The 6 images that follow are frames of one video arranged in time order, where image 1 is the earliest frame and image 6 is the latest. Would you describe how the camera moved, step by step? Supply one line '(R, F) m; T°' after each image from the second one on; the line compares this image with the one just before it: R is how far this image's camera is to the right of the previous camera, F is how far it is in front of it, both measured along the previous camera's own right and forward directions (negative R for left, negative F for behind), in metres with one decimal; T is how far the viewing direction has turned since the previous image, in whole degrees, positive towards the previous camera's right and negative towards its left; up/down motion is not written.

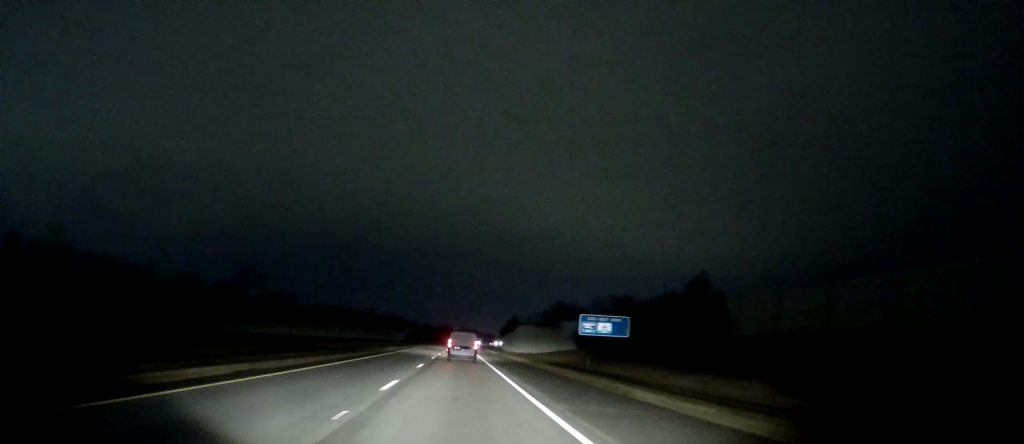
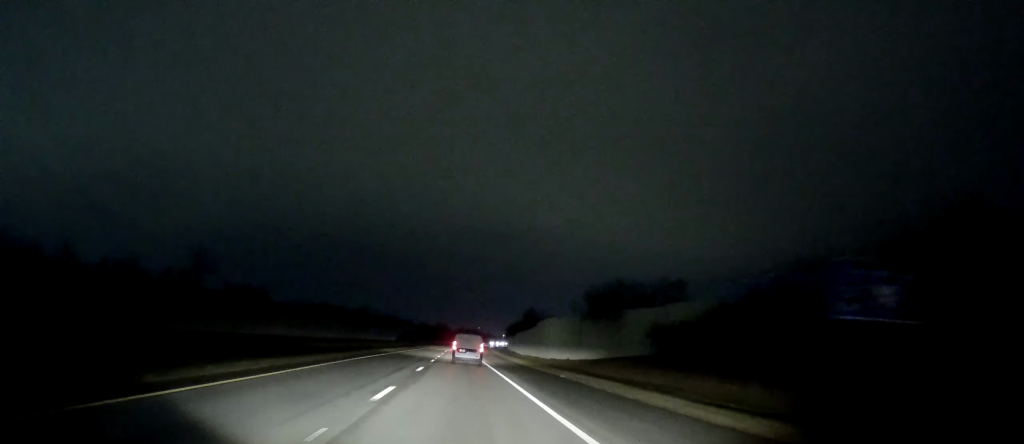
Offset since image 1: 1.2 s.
(0.0, +37.9) m; -1°
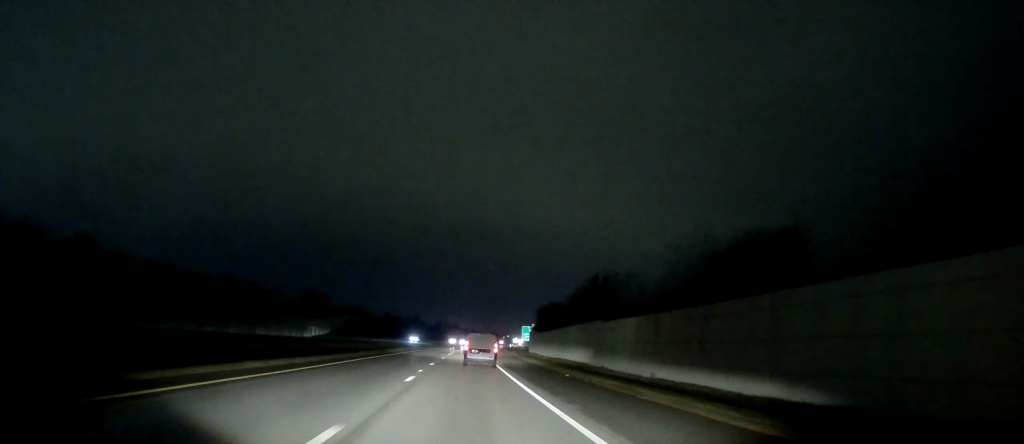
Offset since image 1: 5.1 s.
(+1.7, +127.2) m; +1°
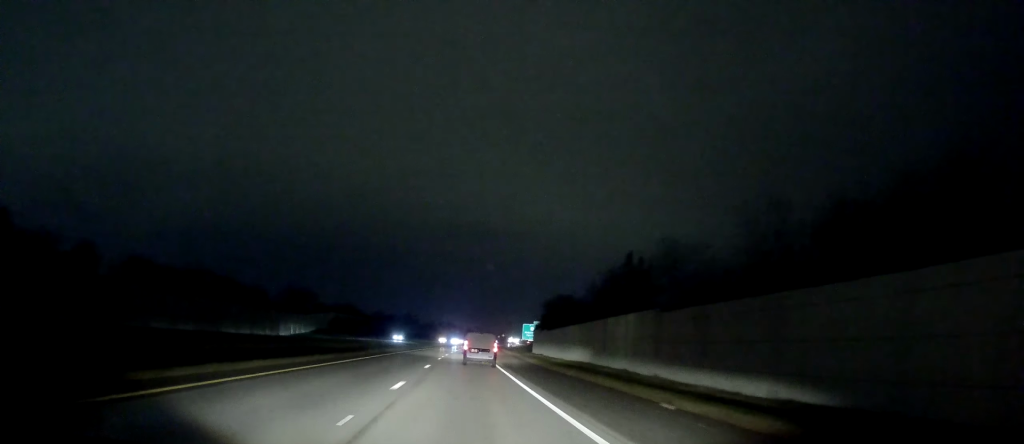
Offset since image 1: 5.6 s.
(0.0, +15.0) m; 0°
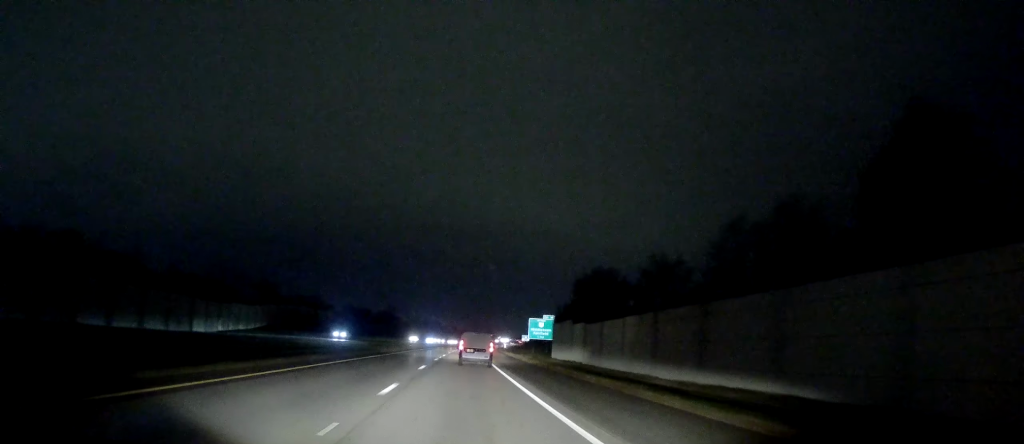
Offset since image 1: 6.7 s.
(+0.2, +36.2) m; +1°
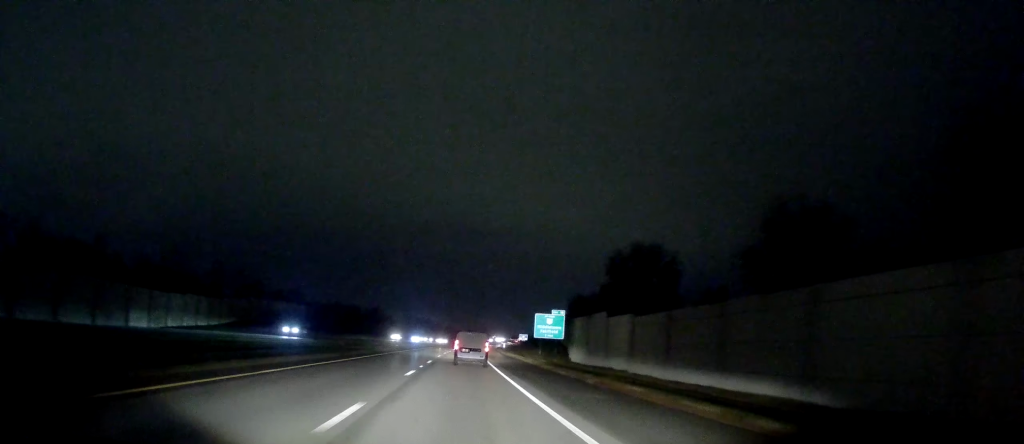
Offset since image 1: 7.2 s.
(+0.1, +17.1) m; +1°
